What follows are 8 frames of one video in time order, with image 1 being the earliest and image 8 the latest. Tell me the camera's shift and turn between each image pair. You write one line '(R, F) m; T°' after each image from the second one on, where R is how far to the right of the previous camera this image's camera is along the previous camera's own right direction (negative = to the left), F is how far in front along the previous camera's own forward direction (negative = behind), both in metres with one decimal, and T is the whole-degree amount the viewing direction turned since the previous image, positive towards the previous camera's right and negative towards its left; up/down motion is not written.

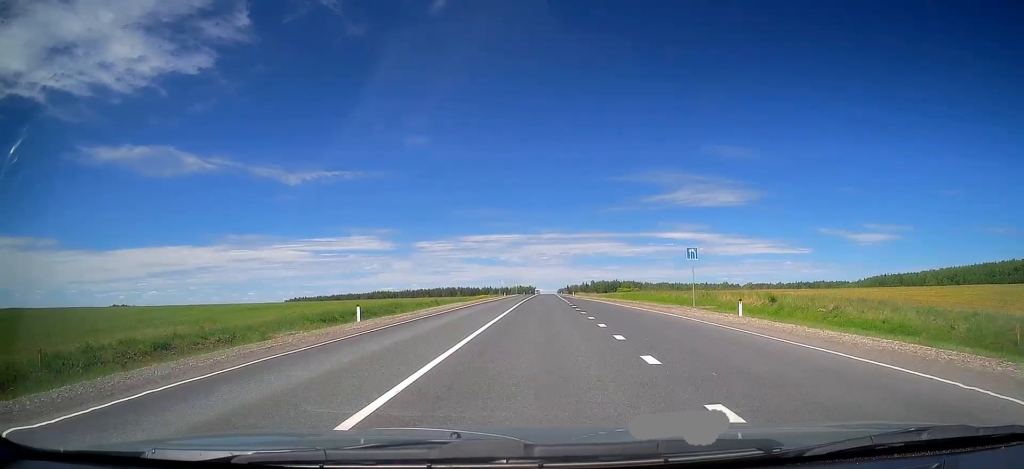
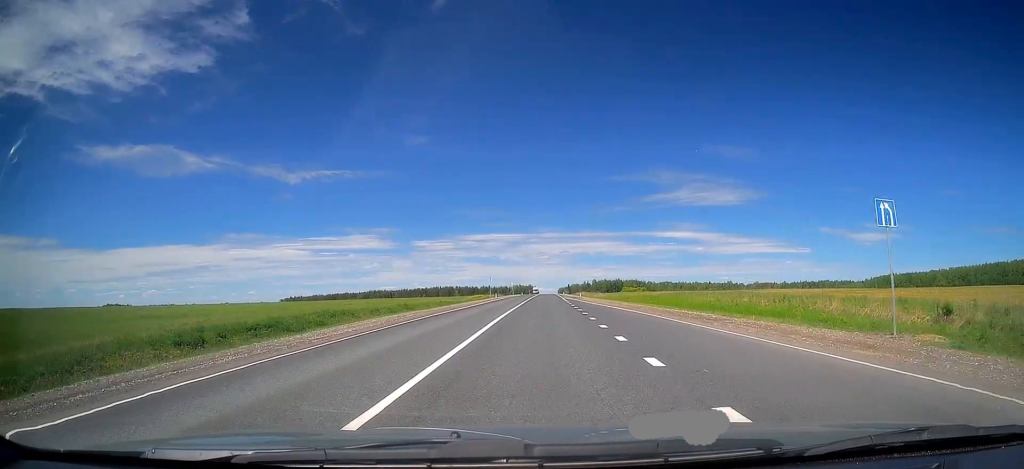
(+0.1, +19.9) m; 0°
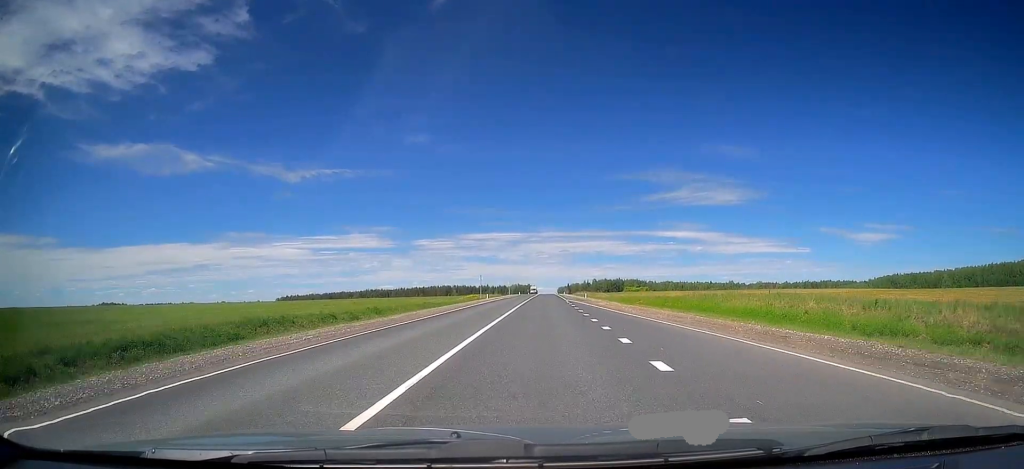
(+0.1, +12.3) m; 0°
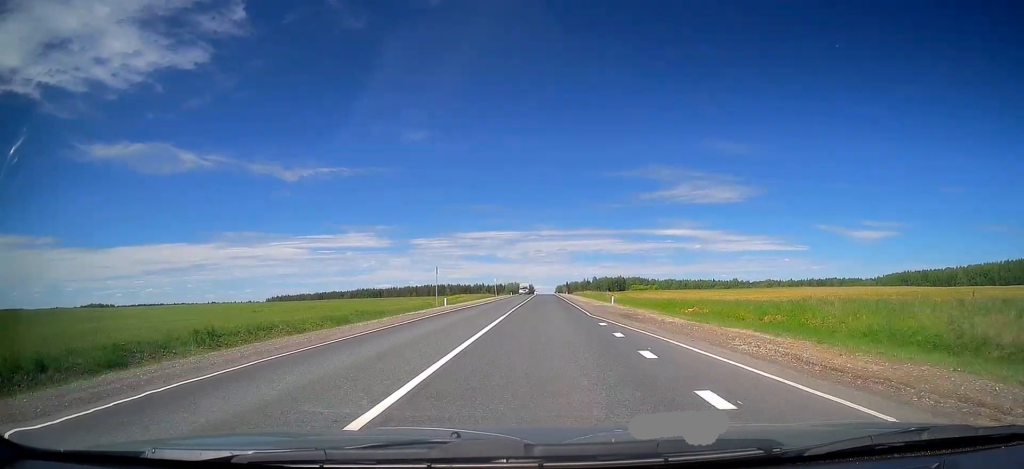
(-0.3, +30.4) m; 0°
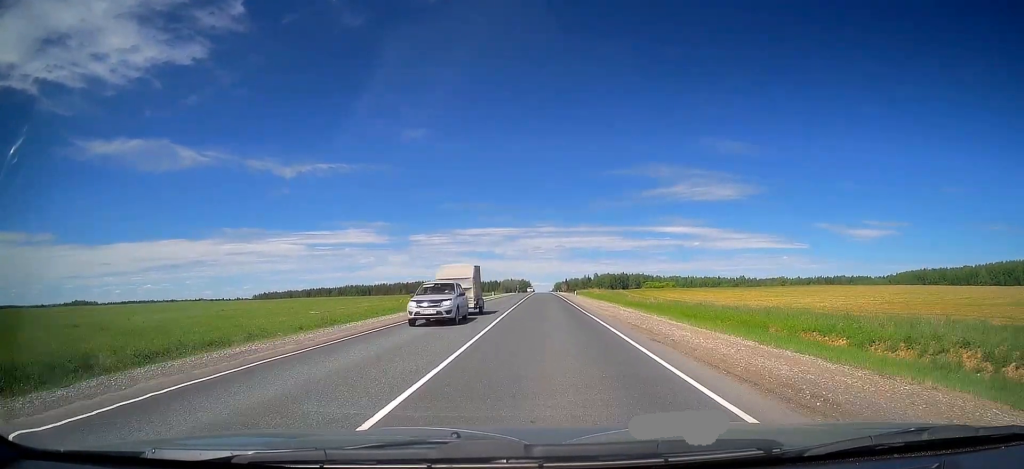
(+0.2, +40.9) m; 0°
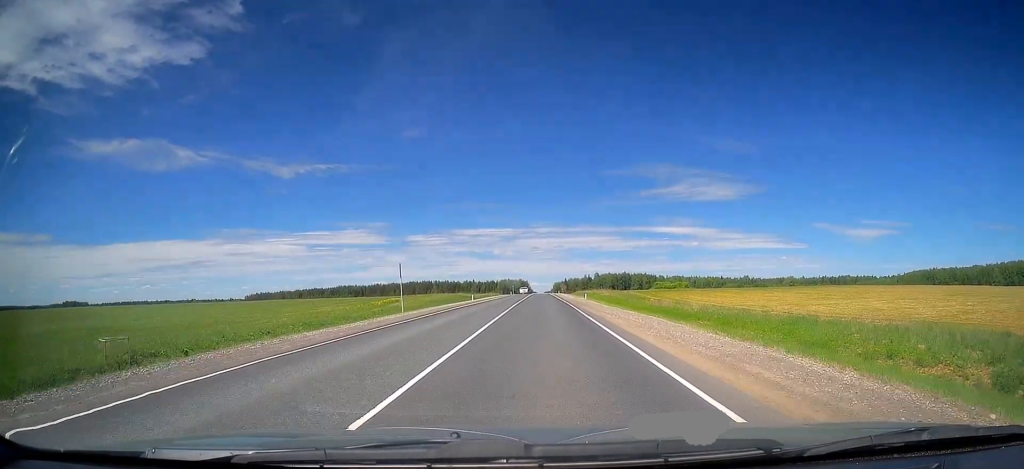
(-0.1, +22.8) m; 0°
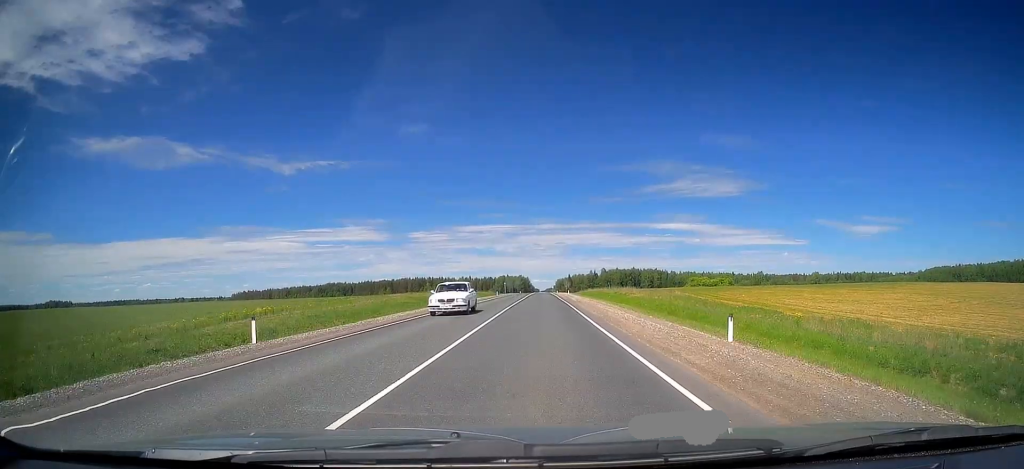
(+0.3, +48.0) m; 0°
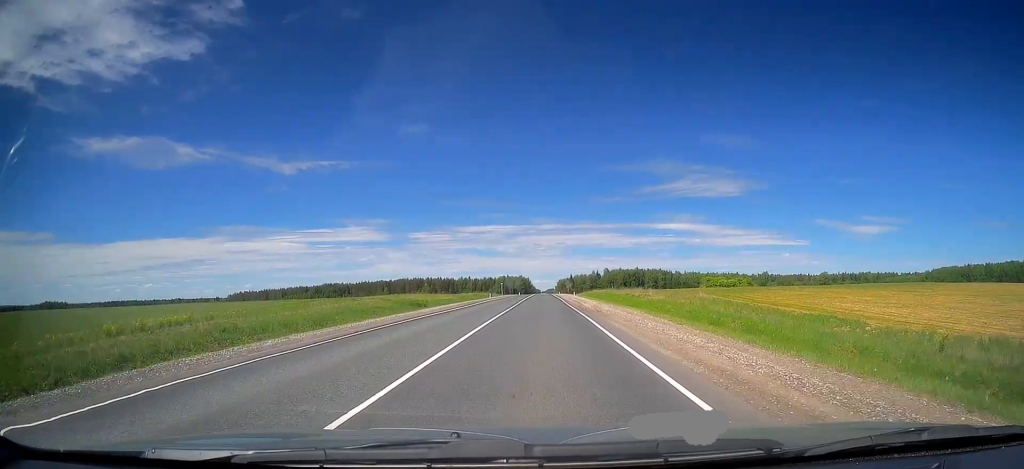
(0.0, +14.5) m; 0°
